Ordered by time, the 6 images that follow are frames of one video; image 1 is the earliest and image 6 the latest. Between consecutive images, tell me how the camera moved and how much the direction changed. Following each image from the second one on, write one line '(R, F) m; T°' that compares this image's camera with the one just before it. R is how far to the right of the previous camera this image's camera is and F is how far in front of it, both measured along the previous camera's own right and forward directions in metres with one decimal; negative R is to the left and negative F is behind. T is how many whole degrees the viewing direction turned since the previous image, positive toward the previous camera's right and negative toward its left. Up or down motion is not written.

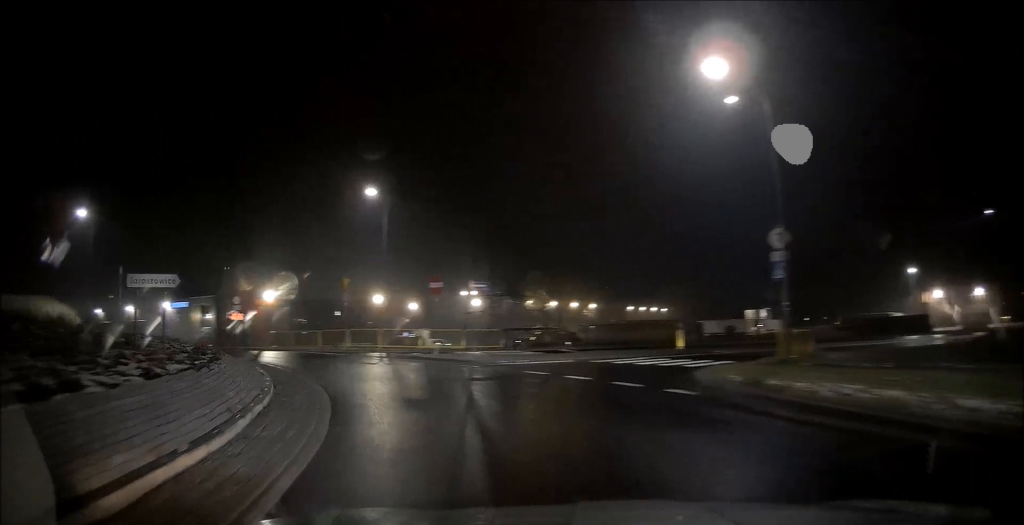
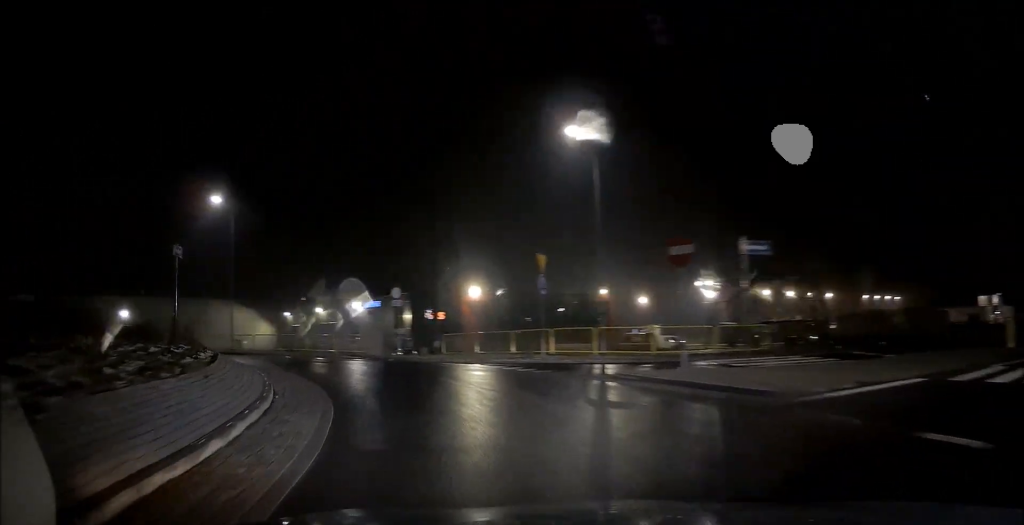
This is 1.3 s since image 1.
(-2.3, +10.6) m; -25°
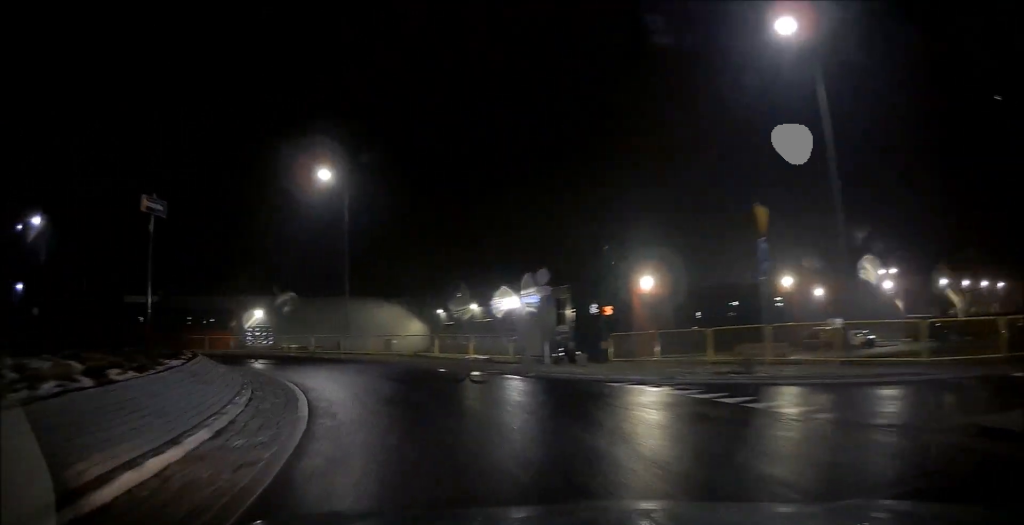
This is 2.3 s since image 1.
(-1.4, +8.6) m; -17°
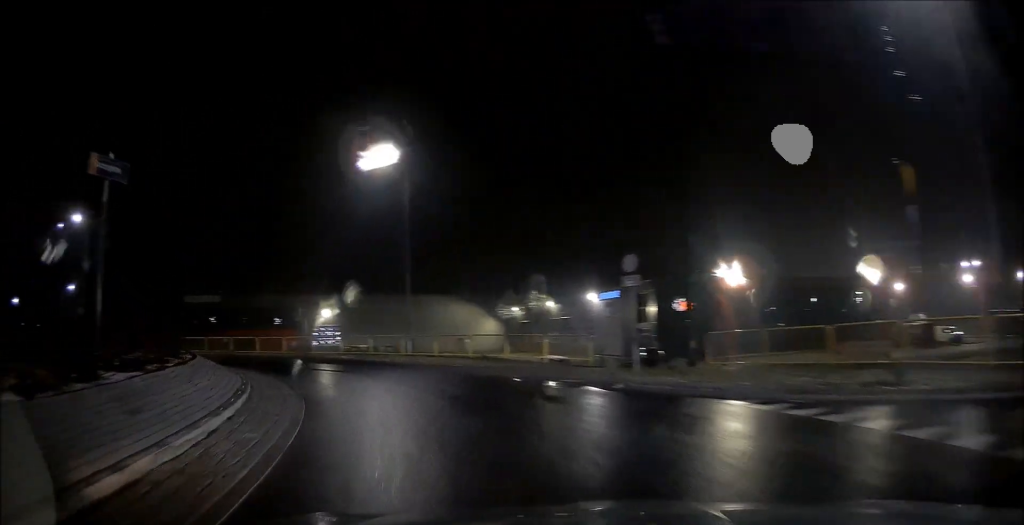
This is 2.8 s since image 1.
(-0.3, +3.6) m; -7°
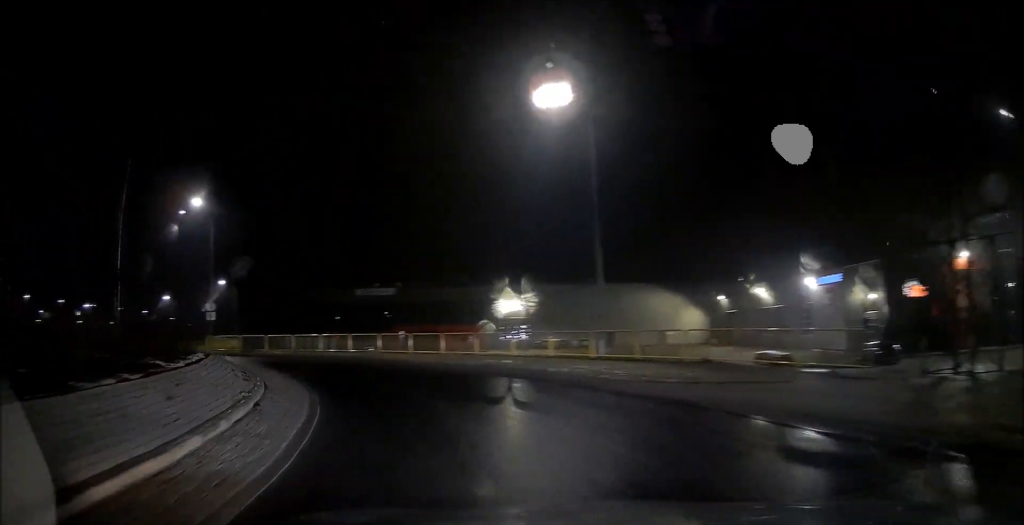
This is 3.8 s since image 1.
(-1.4, +8.6) m; -18°
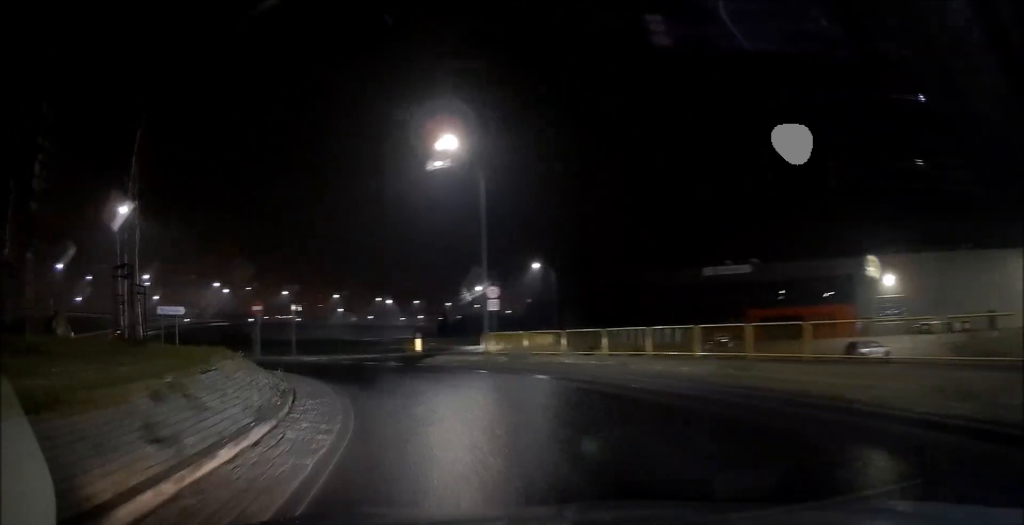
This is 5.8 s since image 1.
(-4.7, +14.5) m; -36°
